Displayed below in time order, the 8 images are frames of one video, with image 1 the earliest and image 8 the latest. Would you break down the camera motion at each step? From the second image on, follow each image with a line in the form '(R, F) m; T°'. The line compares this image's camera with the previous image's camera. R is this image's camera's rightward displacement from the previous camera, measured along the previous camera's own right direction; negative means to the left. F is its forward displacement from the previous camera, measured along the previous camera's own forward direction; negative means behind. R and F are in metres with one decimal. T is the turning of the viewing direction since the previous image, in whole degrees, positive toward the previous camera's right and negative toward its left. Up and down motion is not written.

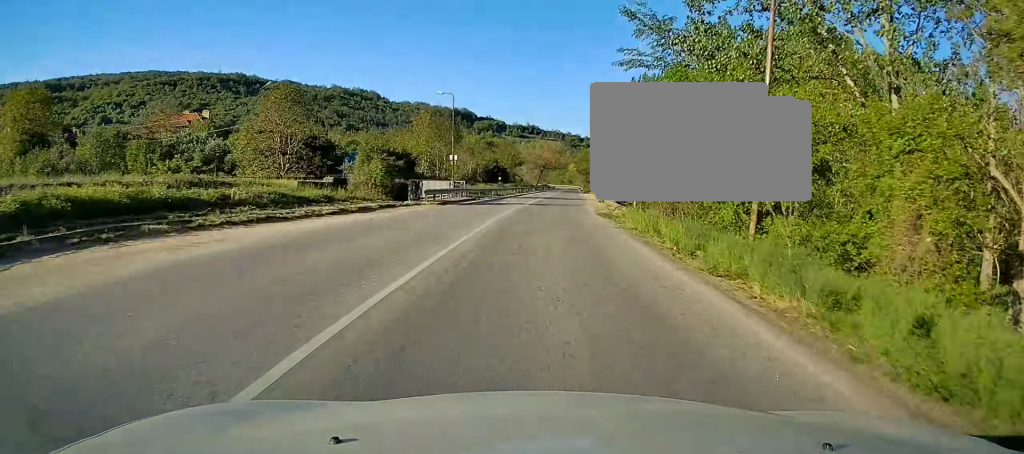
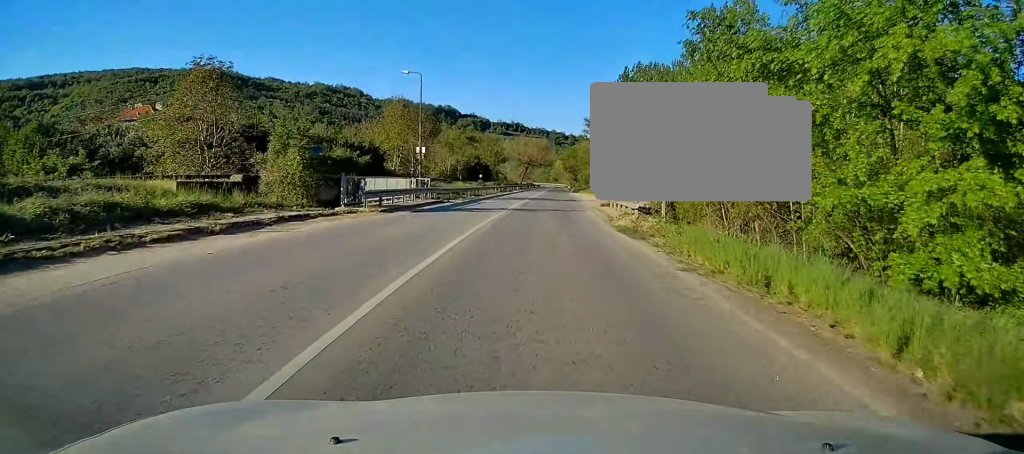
(+0.3, +9.8) m; +1°
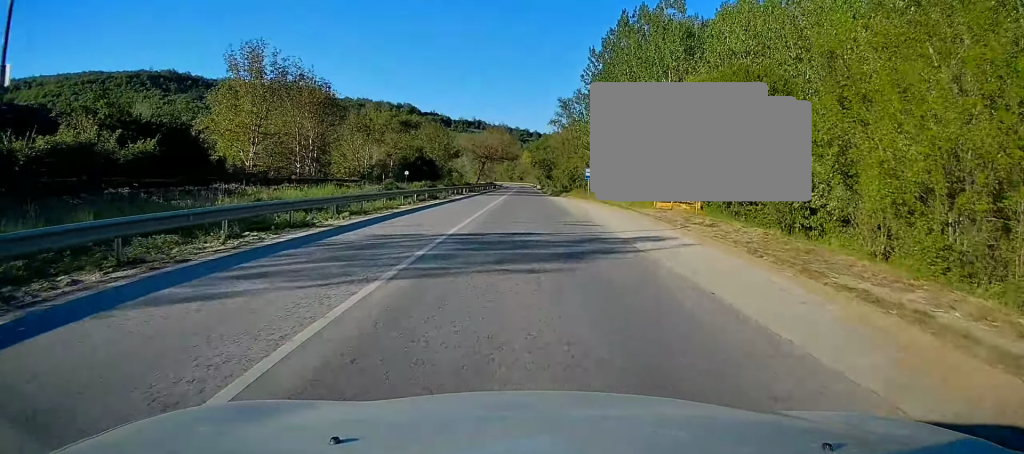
(+1.4, +36.5) m; +4°
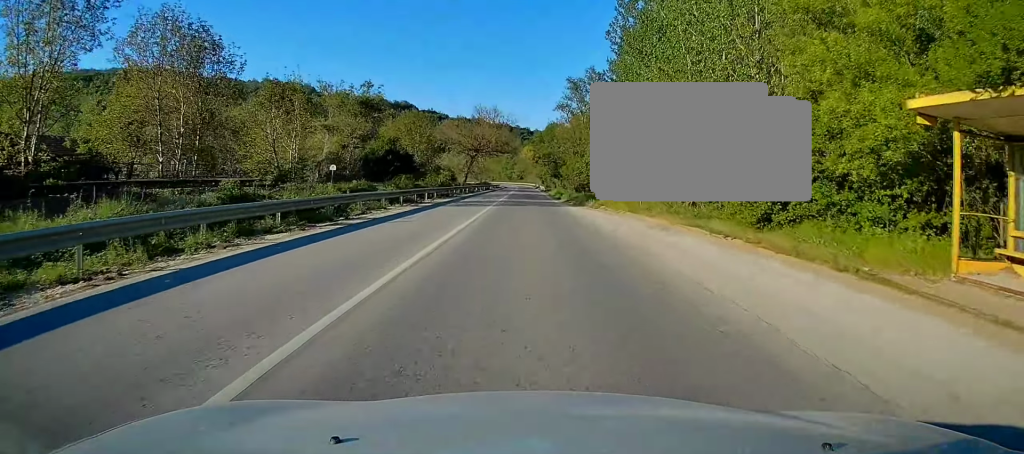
(+0.4, +25.3) m; +1°
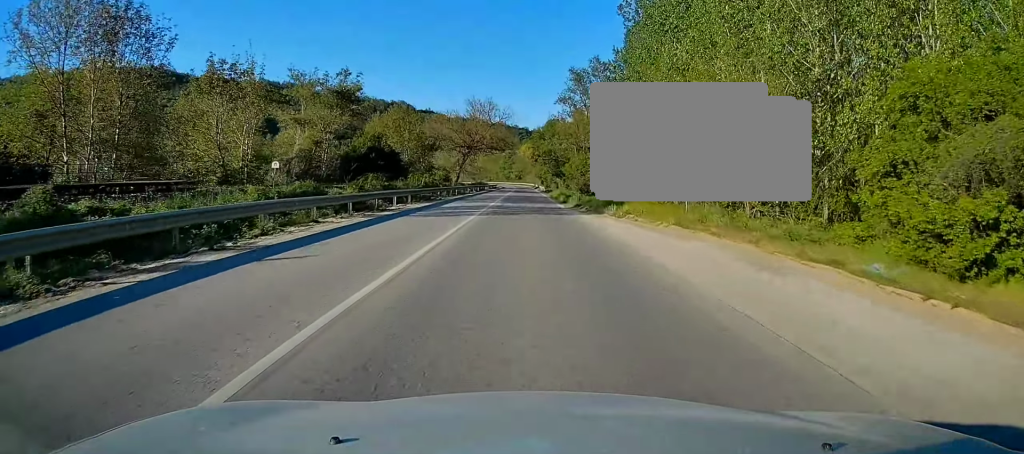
(0.0, +9.2) m; 0°
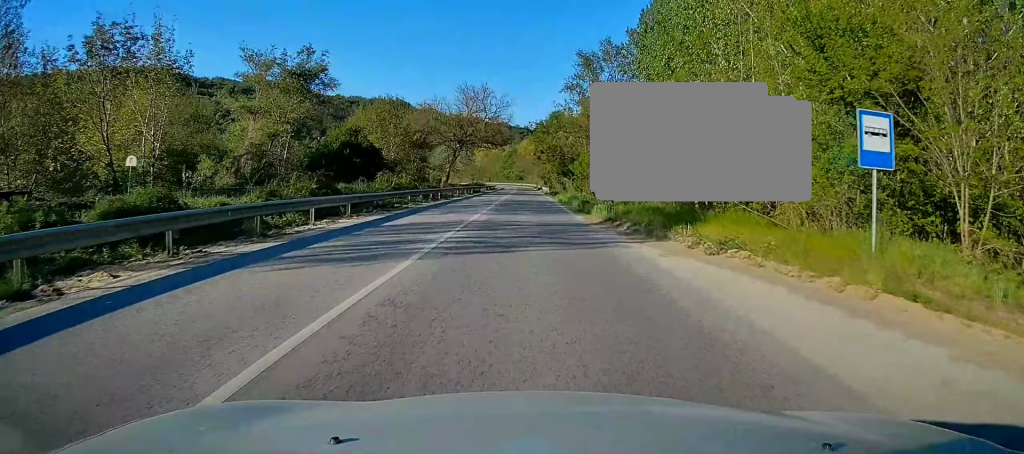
(0.0, +12.3) m; 0°
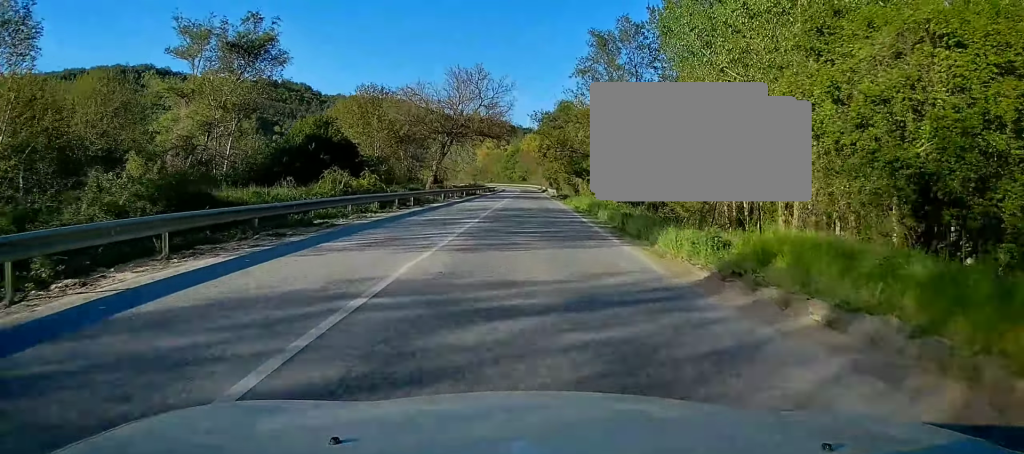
(+0.1, +12.4) m; 0°
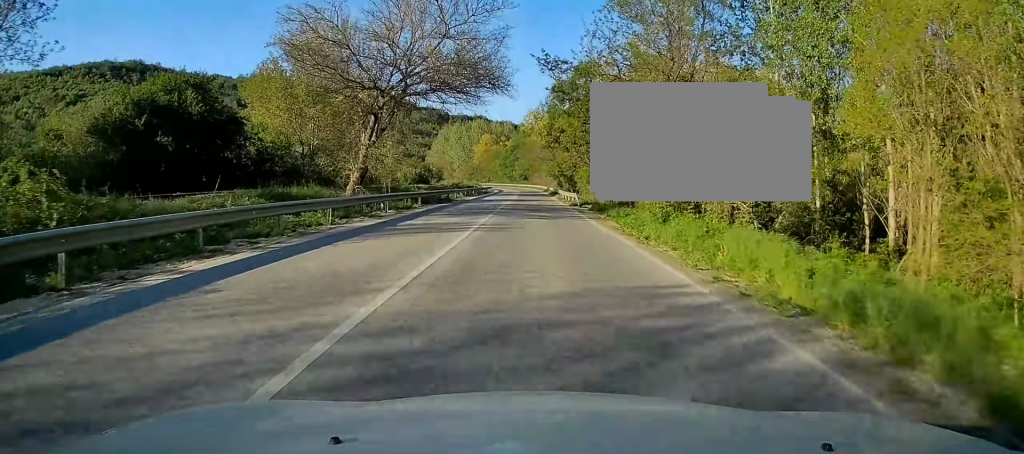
(-0.4, +27.2) m; -1°
